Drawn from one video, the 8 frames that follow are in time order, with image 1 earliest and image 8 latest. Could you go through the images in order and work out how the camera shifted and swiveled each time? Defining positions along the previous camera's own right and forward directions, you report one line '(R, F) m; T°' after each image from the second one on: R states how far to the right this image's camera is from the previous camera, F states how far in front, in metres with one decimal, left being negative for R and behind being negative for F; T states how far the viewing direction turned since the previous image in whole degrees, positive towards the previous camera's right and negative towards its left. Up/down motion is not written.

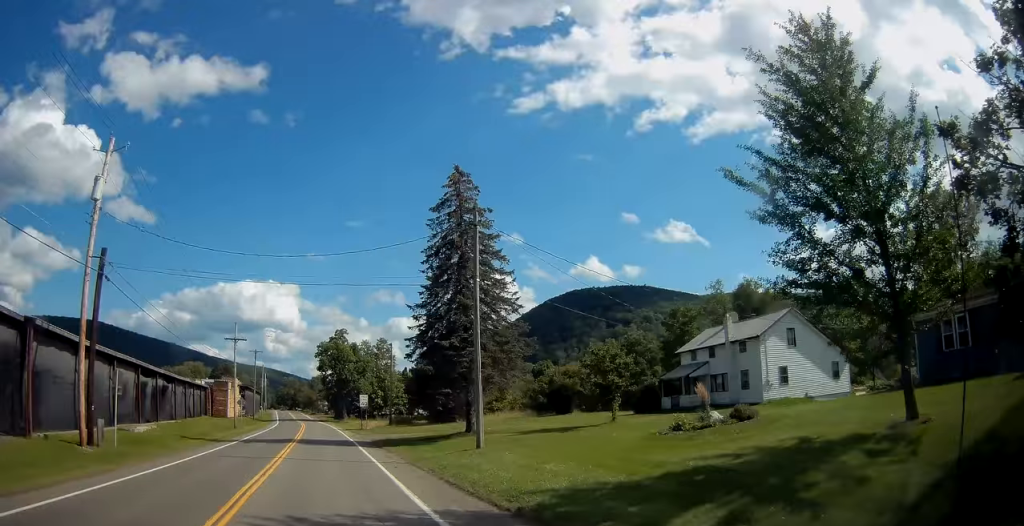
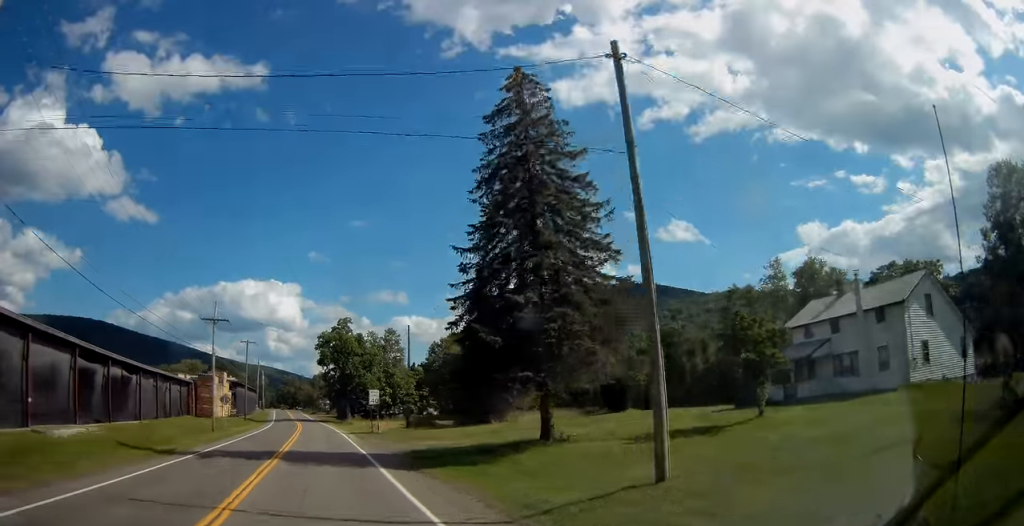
(-0.4, +11.6) m; 0°
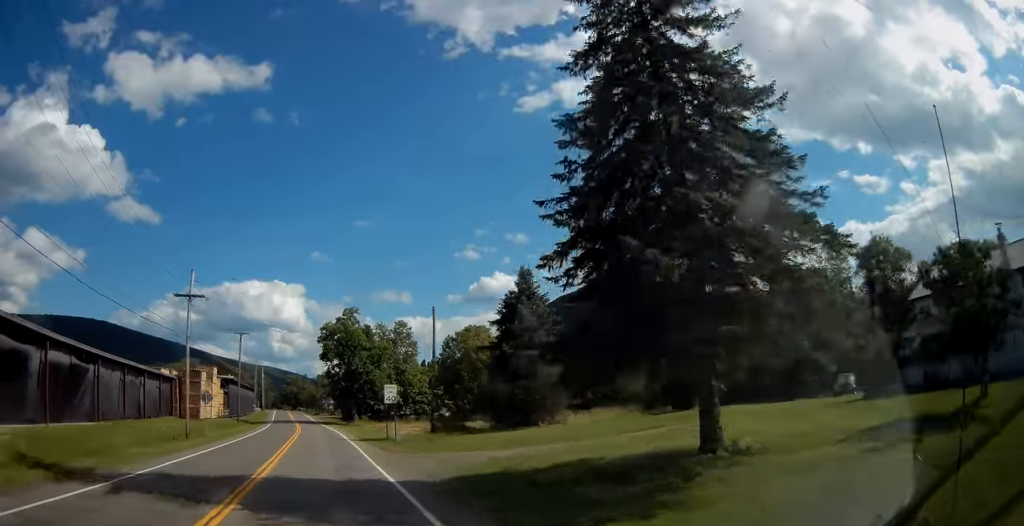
(+0.3, +9.8) m; 0°
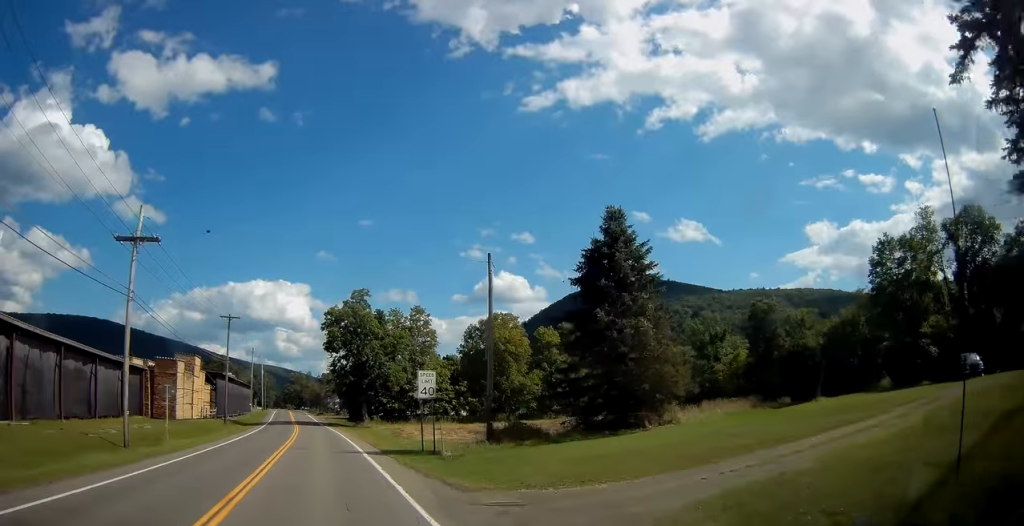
(0.0, +12.1) m; 0°
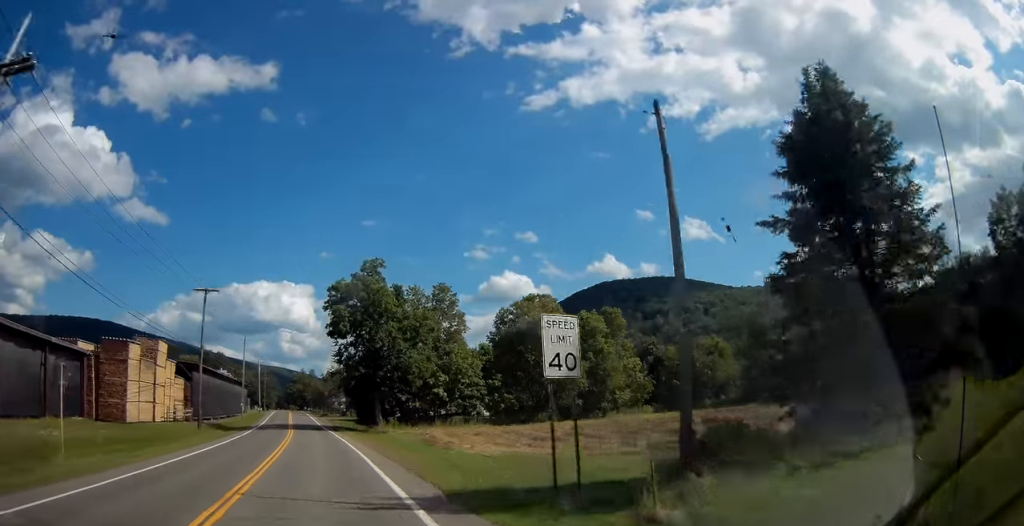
(-0.3, +14.0) m; -1°
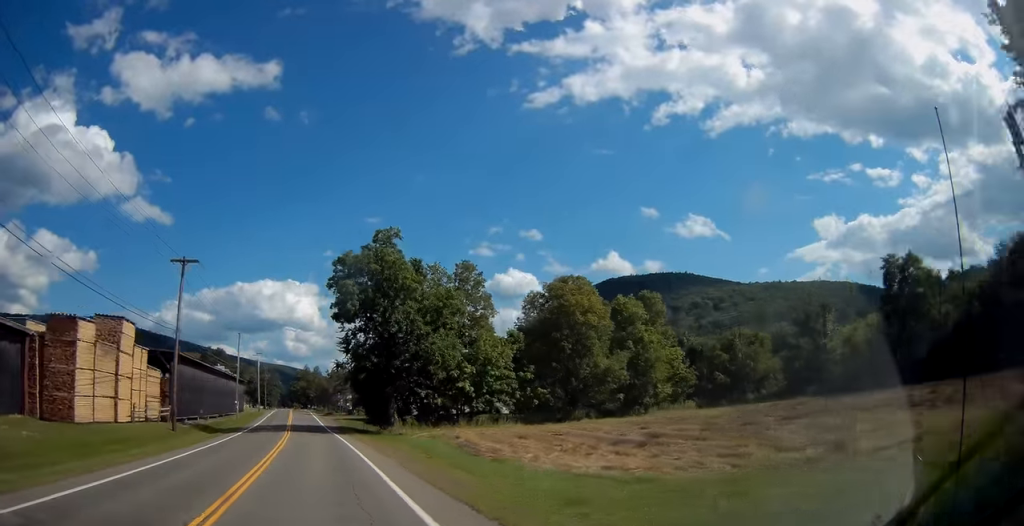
(+0.1, +9.2) m; 0°
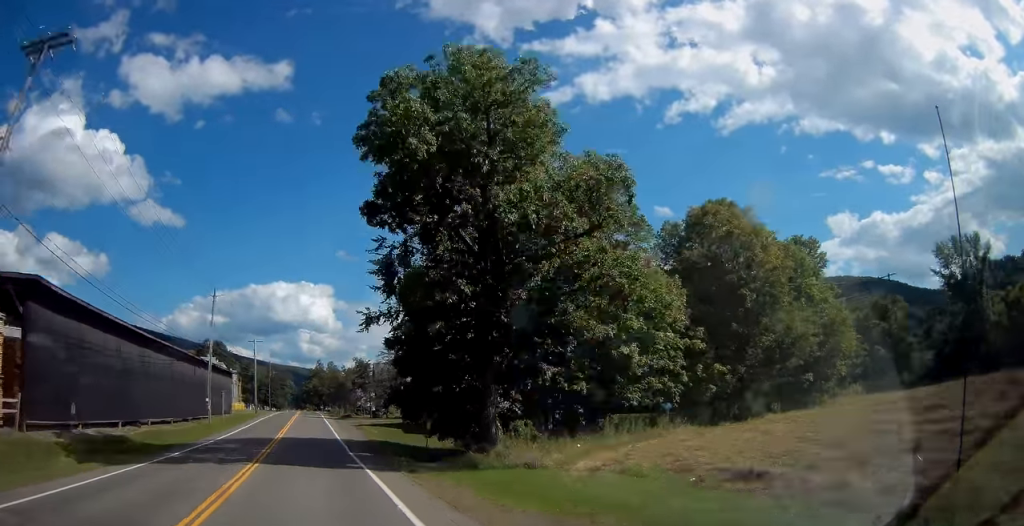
(-0.2, +25.8) m; -1°
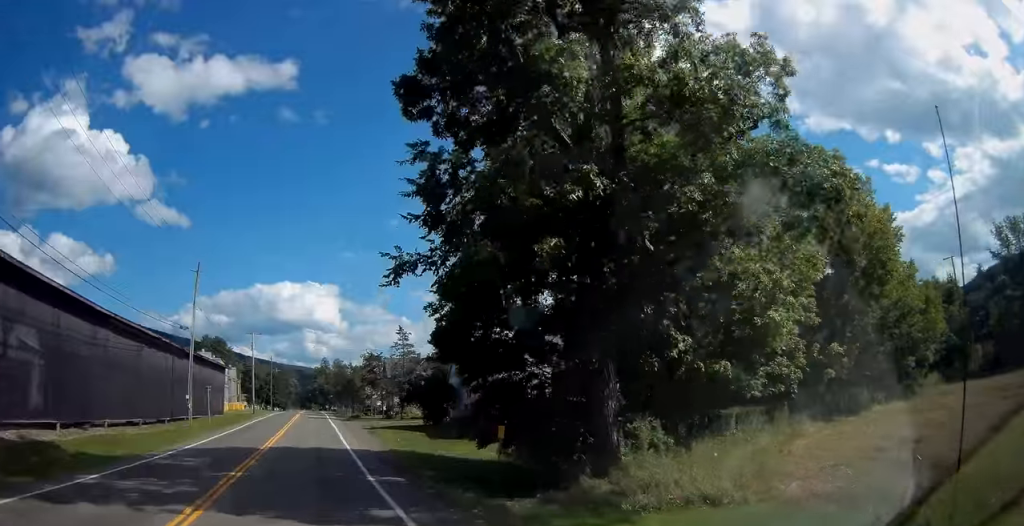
(0.0, +8.9) m; -1°
